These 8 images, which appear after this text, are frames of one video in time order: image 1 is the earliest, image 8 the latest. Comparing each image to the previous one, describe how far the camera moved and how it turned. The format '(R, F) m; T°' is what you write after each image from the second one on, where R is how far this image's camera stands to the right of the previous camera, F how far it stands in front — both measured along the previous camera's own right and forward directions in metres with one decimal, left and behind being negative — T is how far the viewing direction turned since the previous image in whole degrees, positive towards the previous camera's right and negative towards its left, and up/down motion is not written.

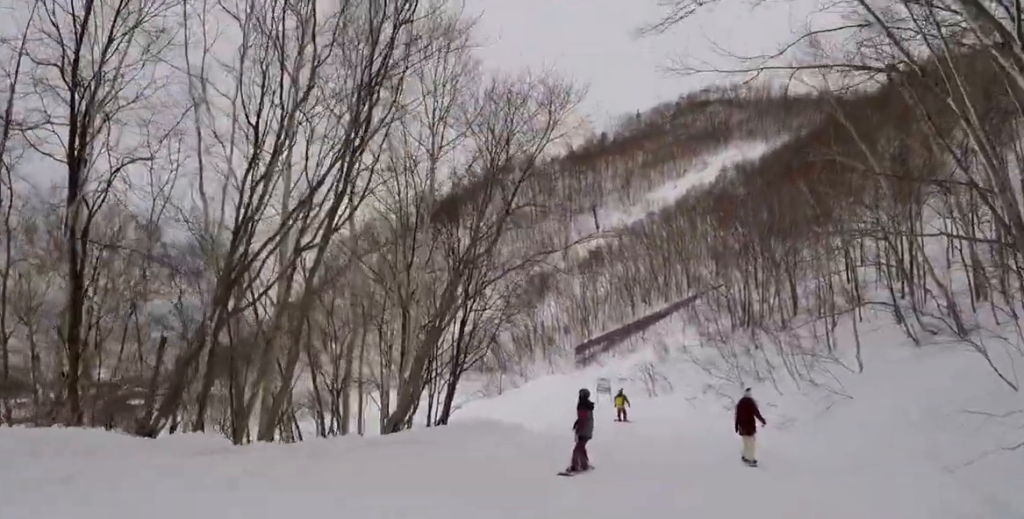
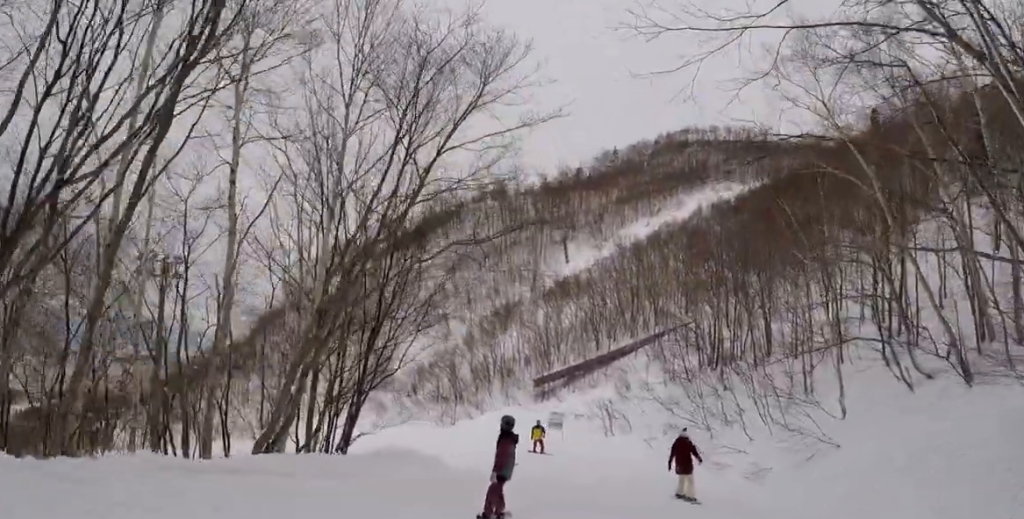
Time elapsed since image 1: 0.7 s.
(-1.0, +3.4) m; -1°
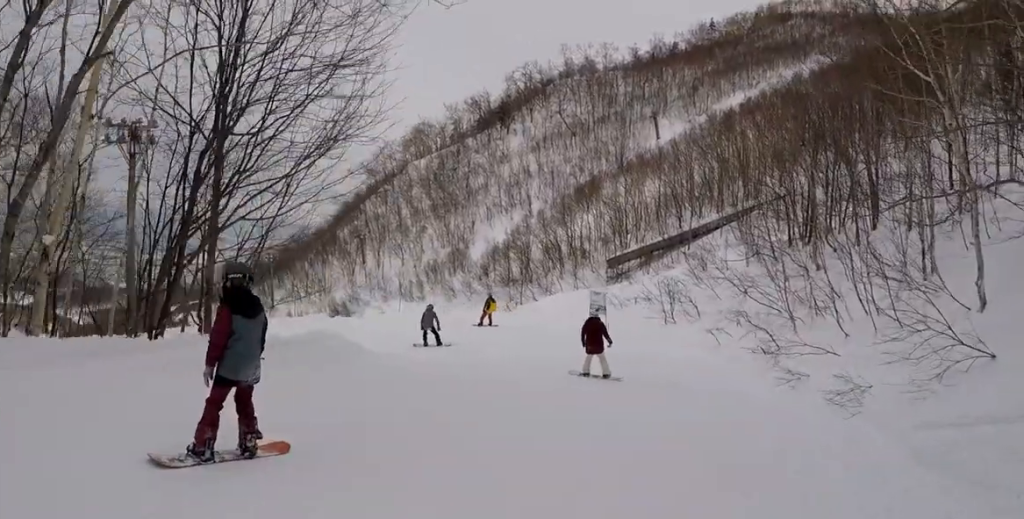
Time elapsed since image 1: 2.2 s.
(+2.1, +7.2) m; +7°
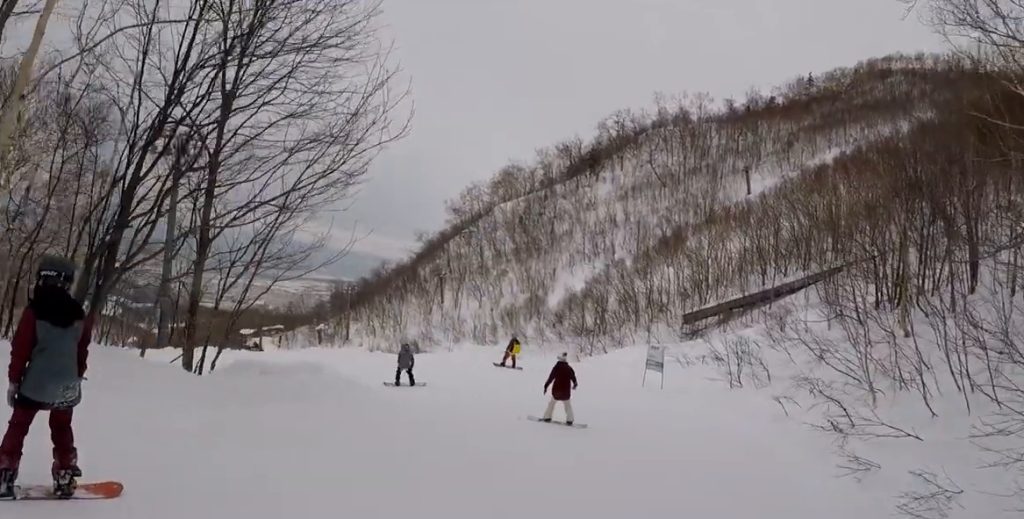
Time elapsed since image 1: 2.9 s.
(0.0, +3.0) m; -12°
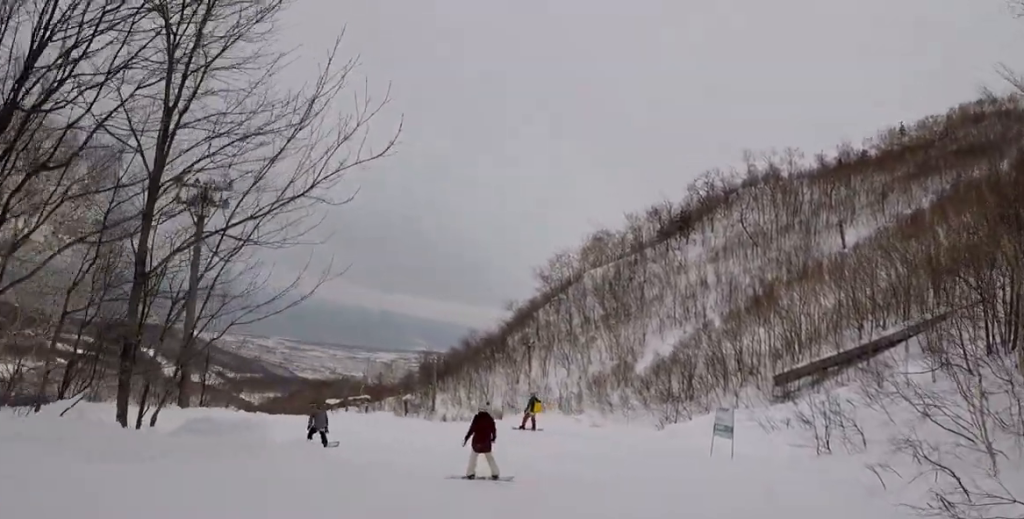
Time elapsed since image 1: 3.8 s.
(-1.0, +4.5) m; -19°
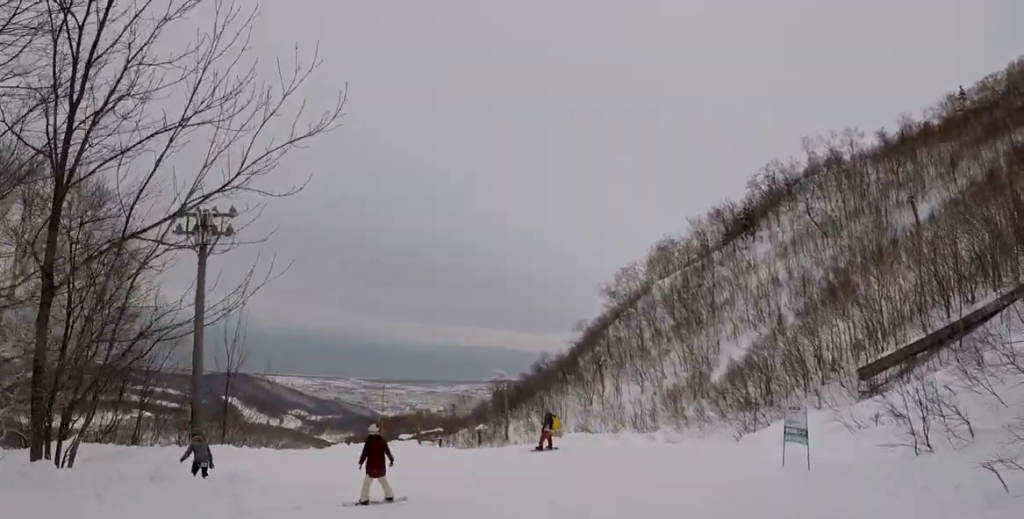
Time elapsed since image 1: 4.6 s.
(-0.5, +3.8) m; 0°
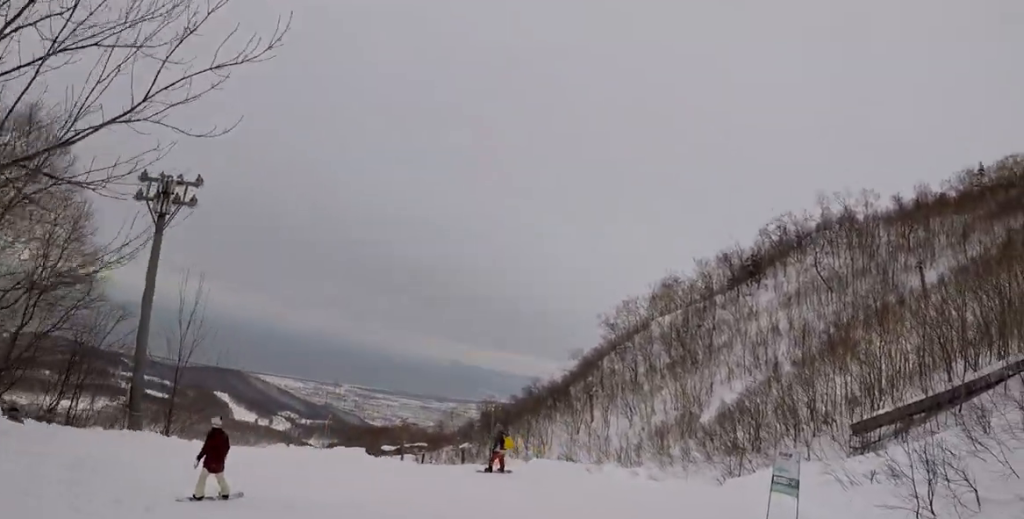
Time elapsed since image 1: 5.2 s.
(+0.3, +2.4) m; 0°
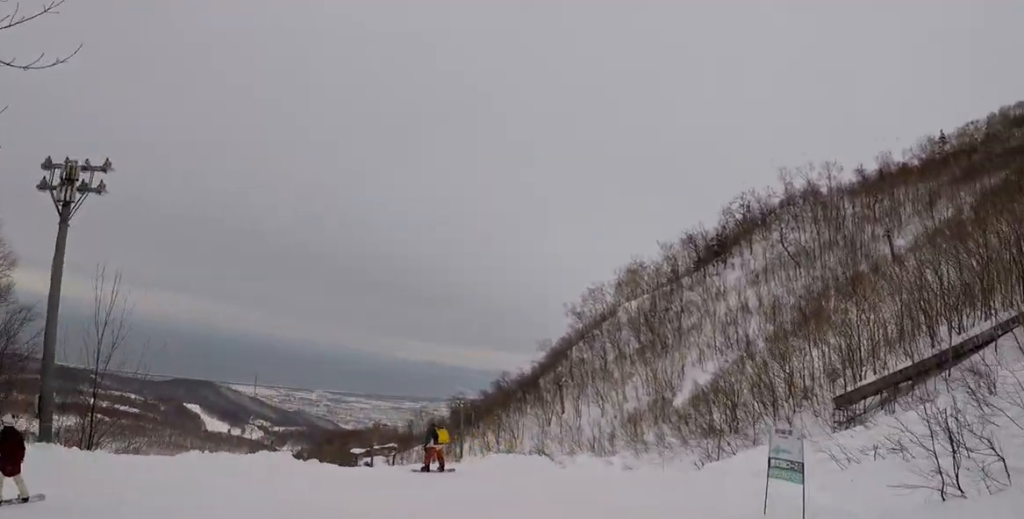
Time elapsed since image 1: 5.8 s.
(+0.2, +2.5) m; +1°
